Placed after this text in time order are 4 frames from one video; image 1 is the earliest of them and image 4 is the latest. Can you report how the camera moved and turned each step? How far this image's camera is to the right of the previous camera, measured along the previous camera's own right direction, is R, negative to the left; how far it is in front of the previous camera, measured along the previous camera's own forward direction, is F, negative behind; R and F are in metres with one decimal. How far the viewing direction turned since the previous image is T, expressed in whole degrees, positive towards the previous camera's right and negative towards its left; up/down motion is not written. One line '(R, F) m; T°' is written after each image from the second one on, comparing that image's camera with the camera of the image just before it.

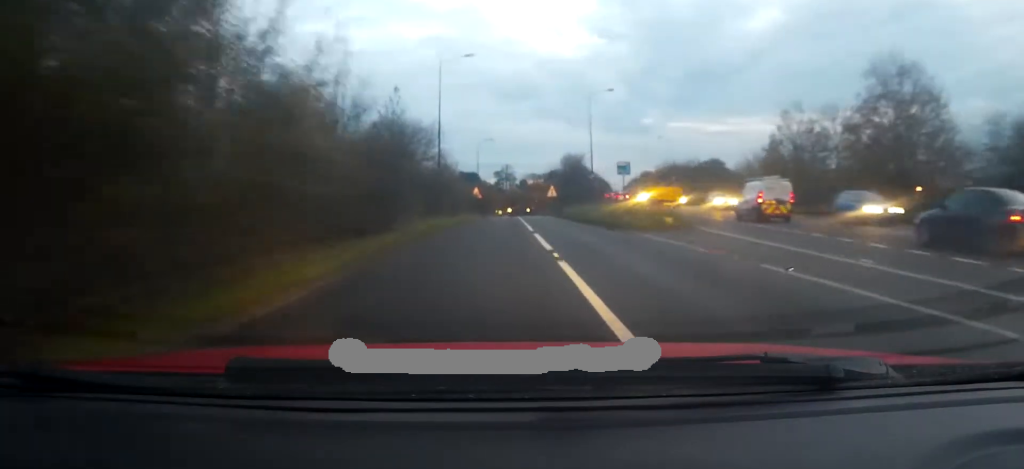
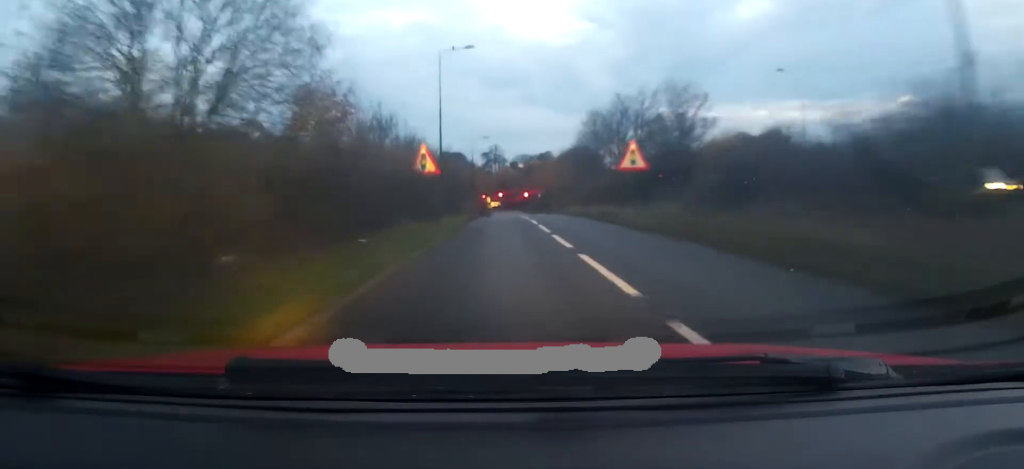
(-0.2, +45.1) m; +1°
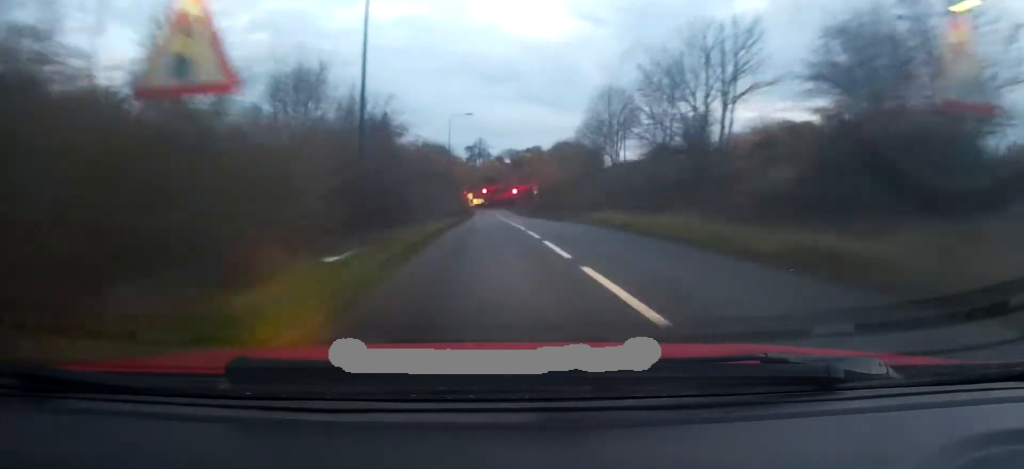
(+0.3, +19.8) m; 0°
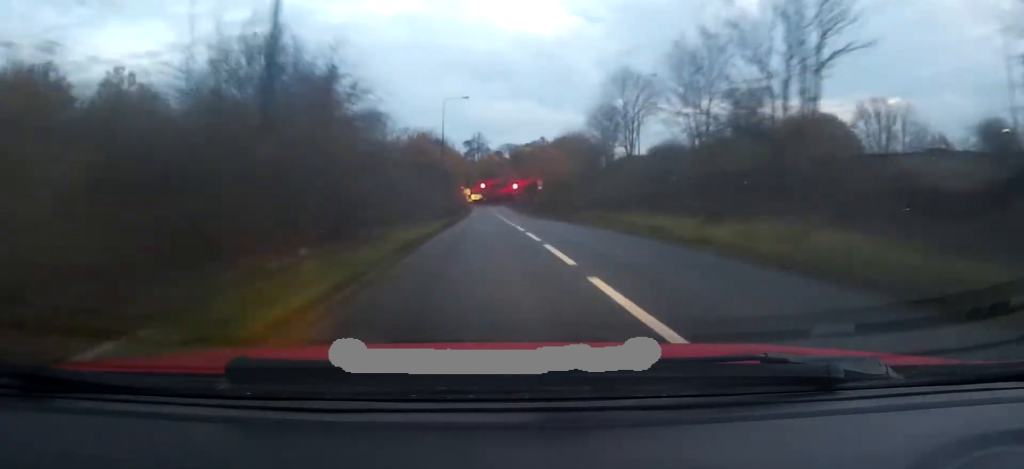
(-0.2, +7.4) m; 0°
